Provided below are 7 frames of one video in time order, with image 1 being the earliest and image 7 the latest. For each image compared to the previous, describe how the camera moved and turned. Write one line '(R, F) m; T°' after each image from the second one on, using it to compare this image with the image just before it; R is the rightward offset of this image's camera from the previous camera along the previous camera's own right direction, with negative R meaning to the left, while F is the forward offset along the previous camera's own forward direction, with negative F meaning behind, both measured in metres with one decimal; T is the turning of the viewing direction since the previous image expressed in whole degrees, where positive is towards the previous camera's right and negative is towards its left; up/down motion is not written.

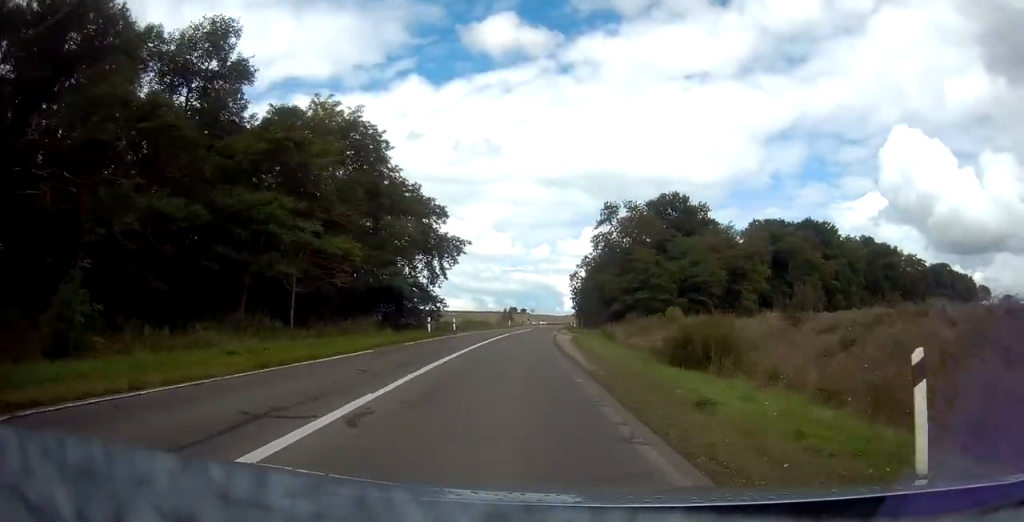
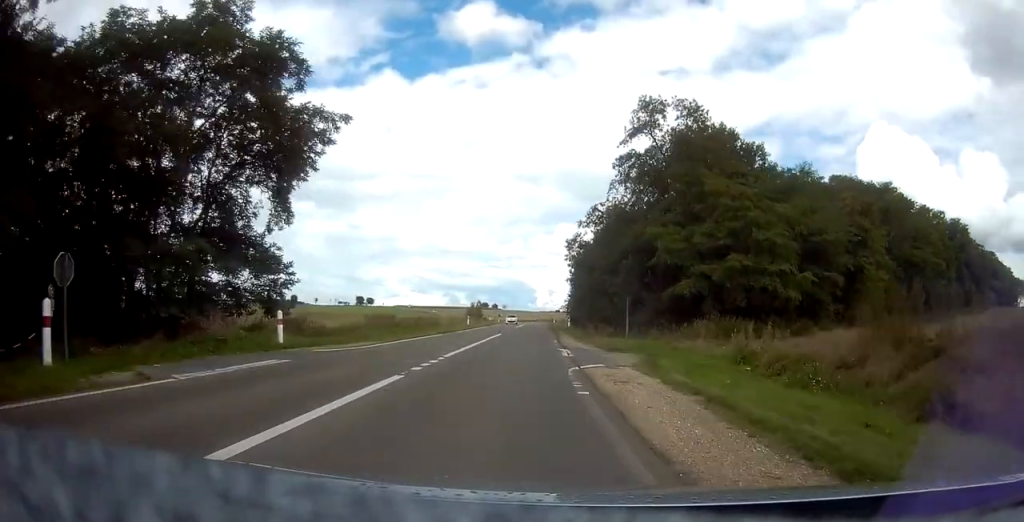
(+1.2, +36.2) m; +3°
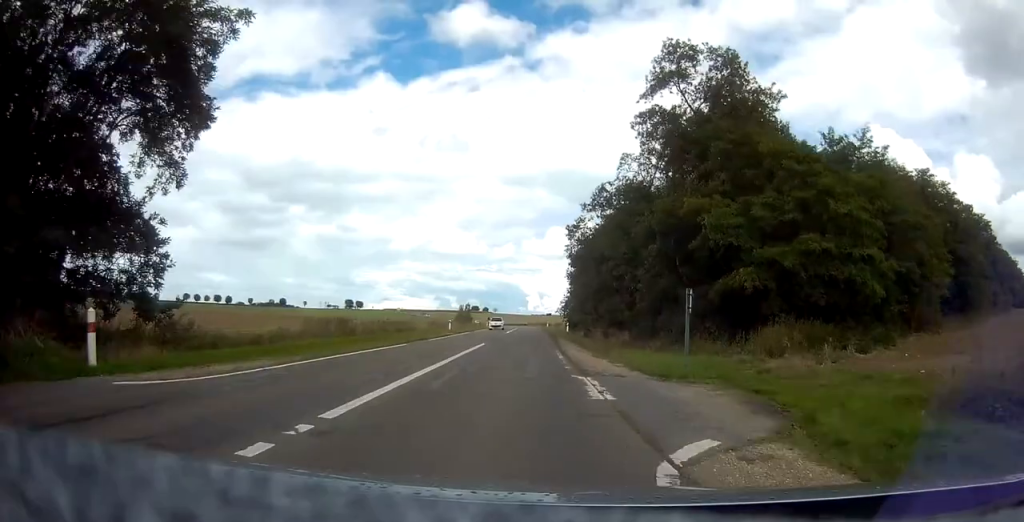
(0.0, +9.7) m; 0°
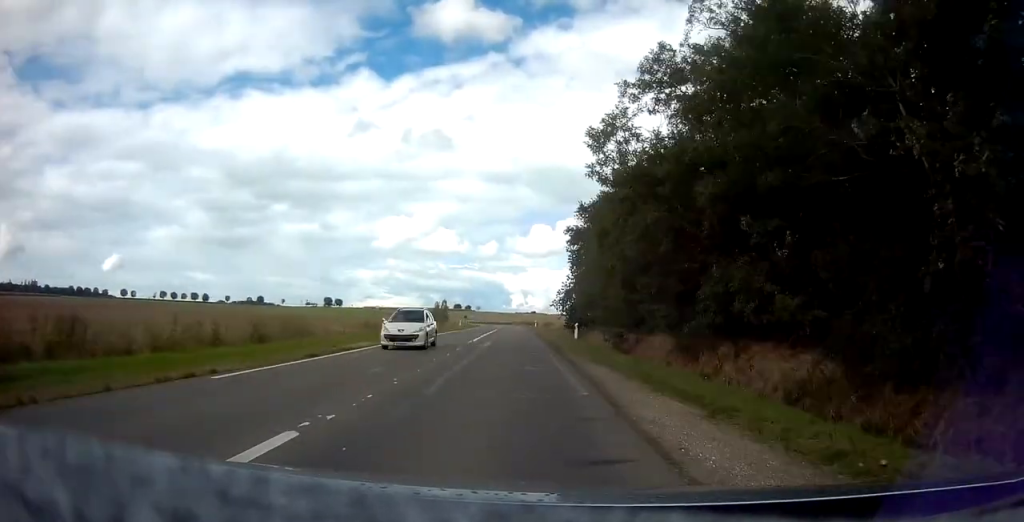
(+0.3, +22.4) m; +2°
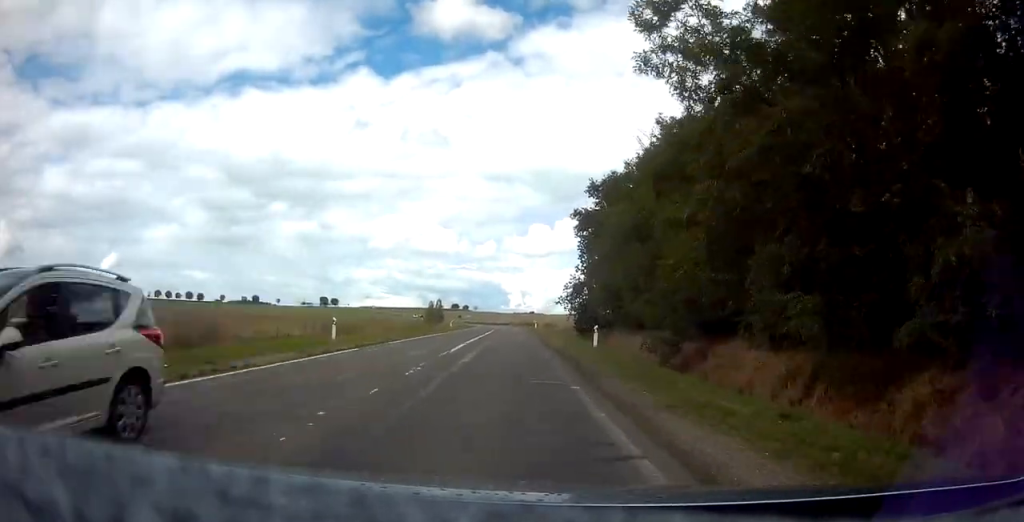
(+0.1, +9.4) m; 0°
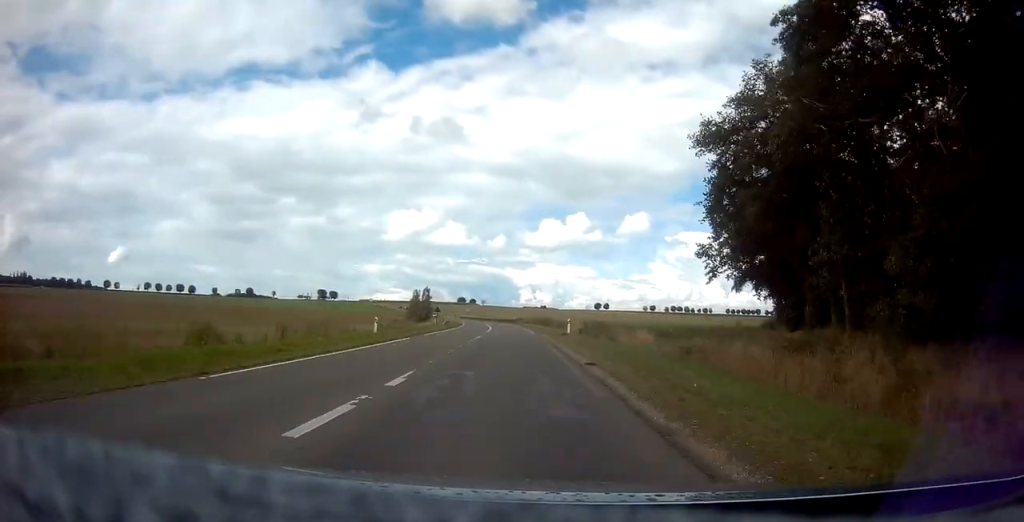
(+0.2, +43.4) m; 0°
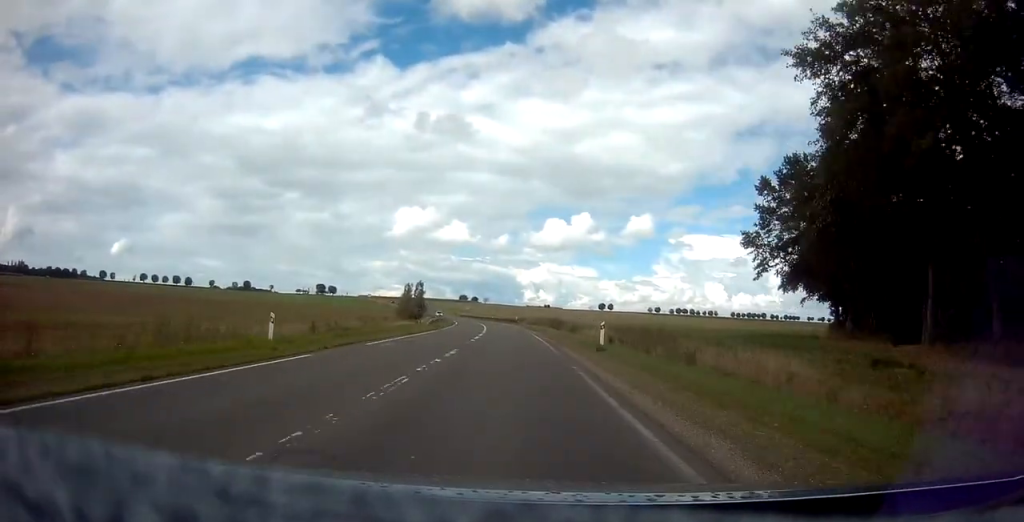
(+0.1, +14.7) m; 0°
